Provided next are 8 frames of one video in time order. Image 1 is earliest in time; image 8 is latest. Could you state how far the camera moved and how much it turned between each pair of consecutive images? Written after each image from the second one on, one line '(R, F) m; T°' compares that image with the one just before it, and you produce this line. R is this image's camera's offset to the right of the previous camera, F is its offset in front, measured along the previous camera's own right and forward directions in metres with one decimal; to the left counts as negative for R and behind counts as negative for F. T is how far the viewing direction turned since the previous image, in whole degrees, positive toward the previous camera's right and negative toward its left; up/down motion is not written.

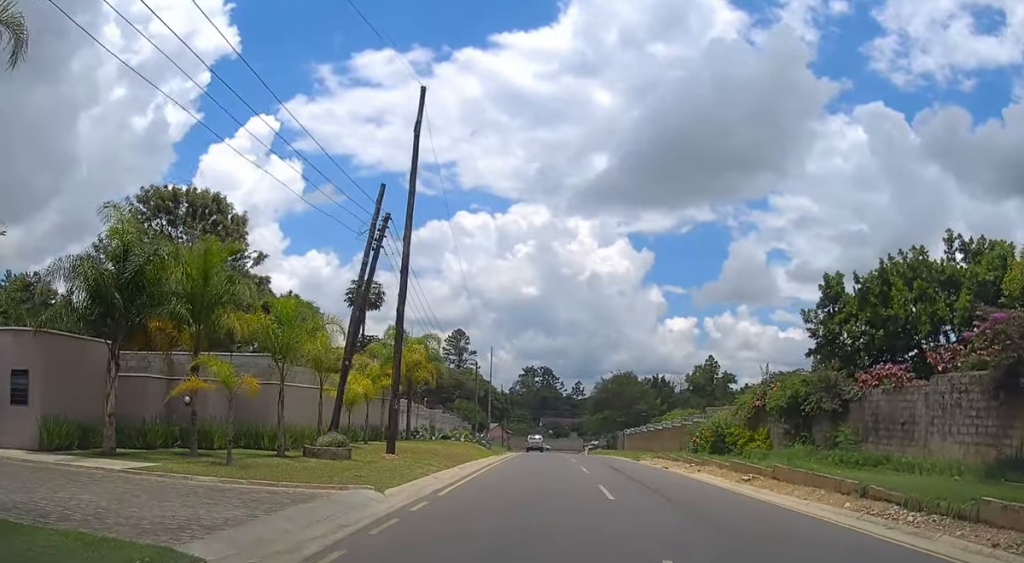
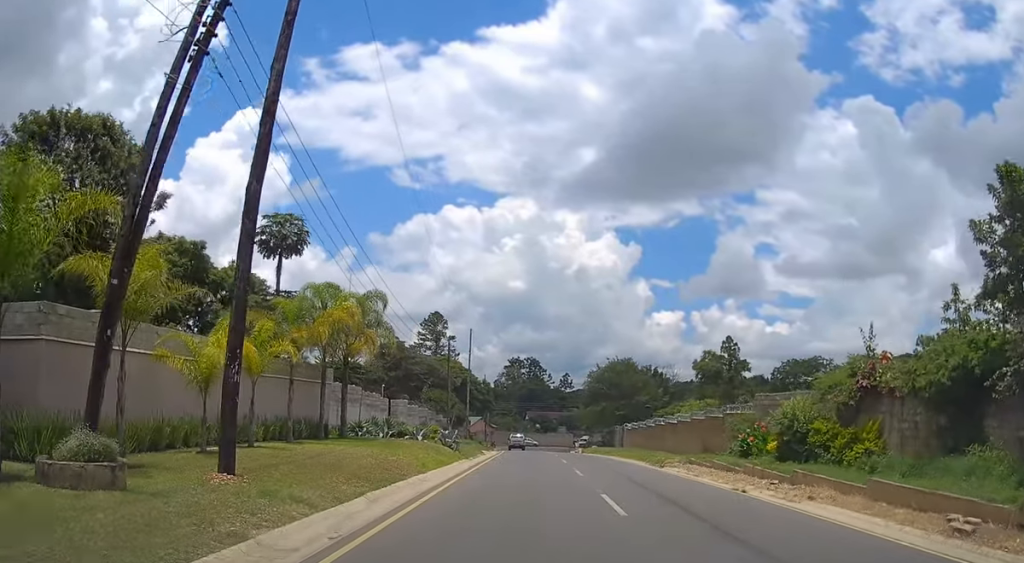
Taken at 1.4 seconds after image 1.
(-0.2, +11.5) m; 0°
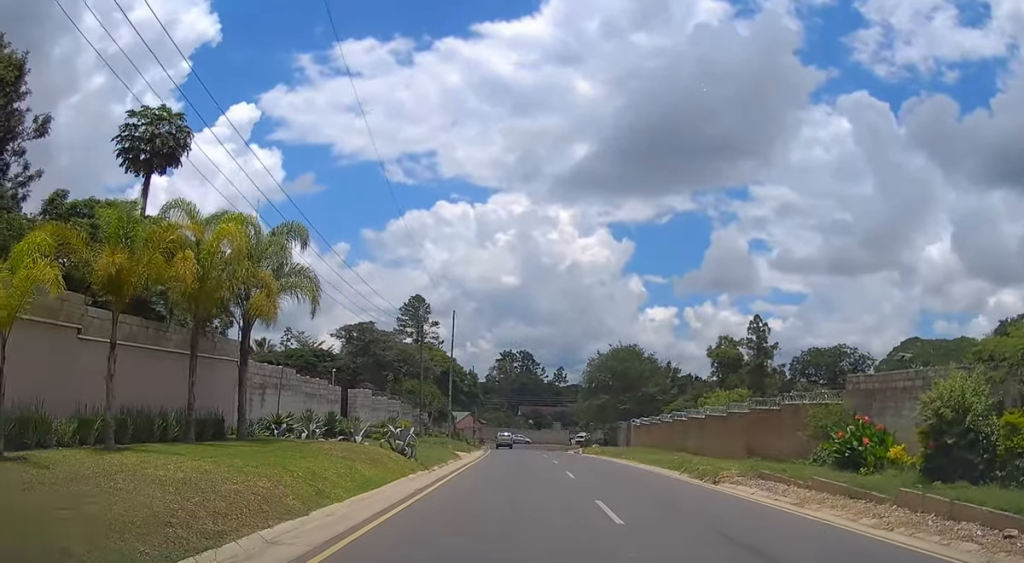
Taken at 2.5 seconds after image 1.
(+0.3, +10.2) m; +2°
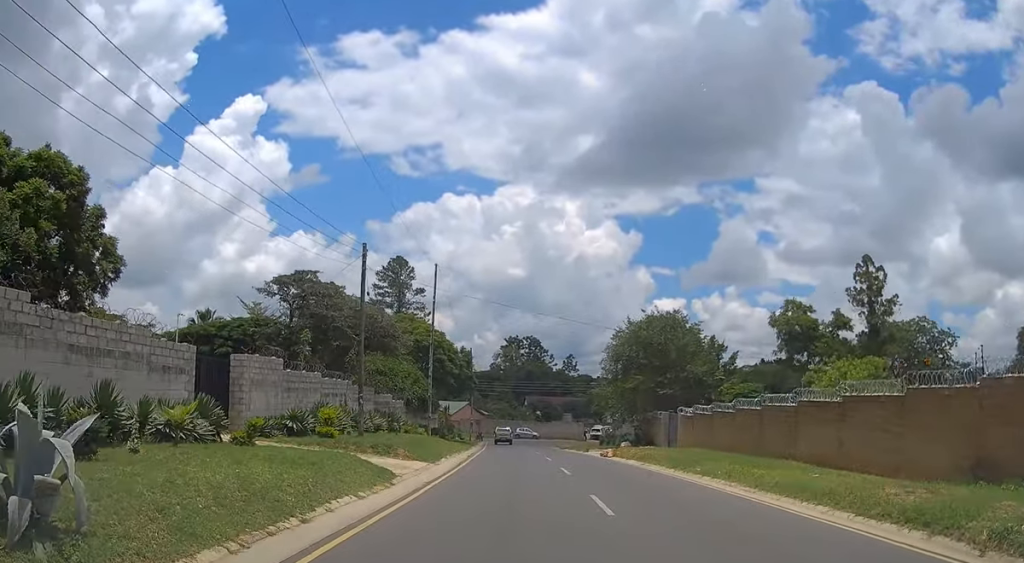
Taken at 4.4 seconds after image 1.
(0.0, +17.5) m; 0°
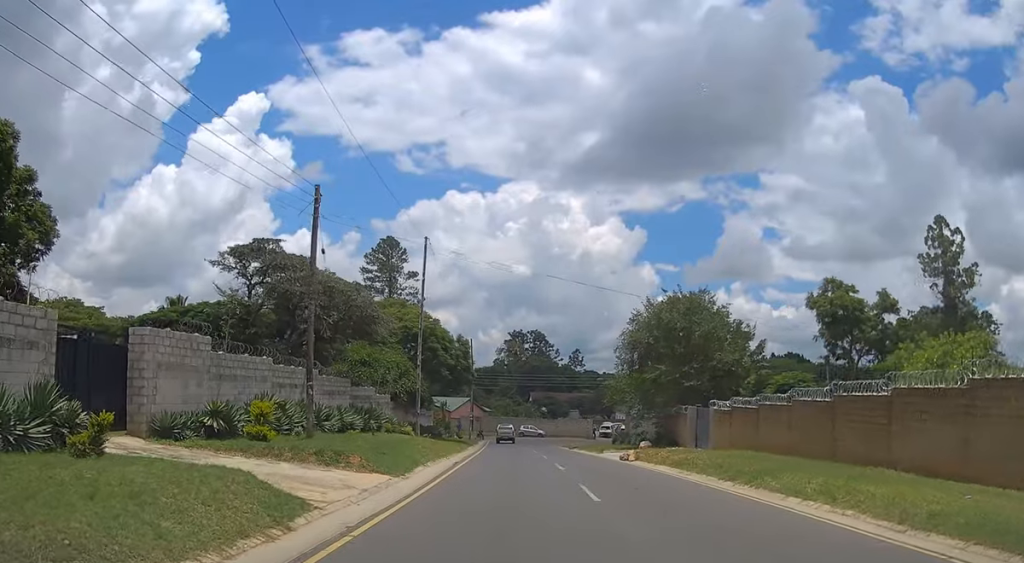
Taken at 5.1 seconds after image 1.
(+0.1, +7.1) m; 0°
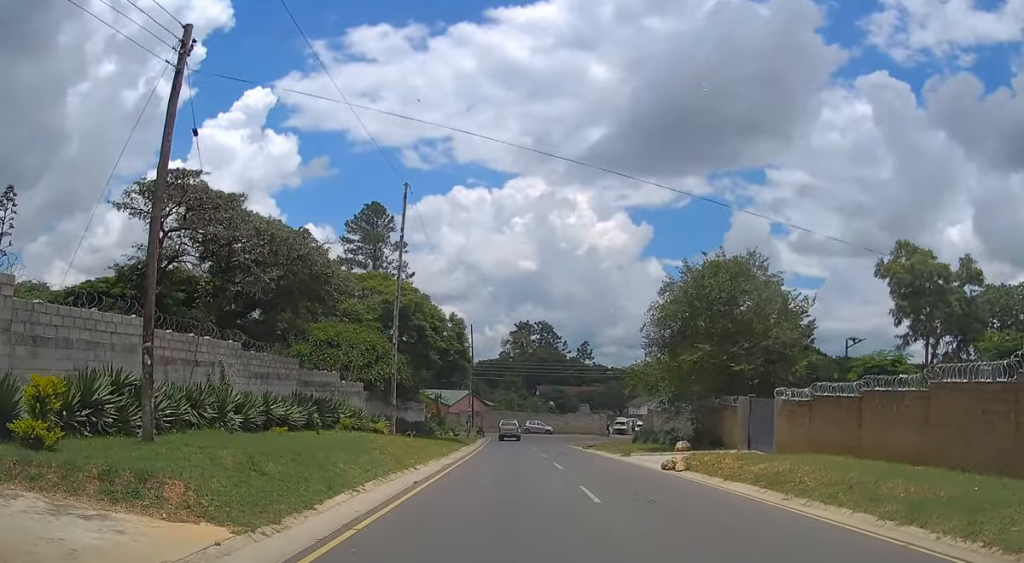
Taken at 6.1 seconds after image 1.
(-0.1, +9.9) m; -1°
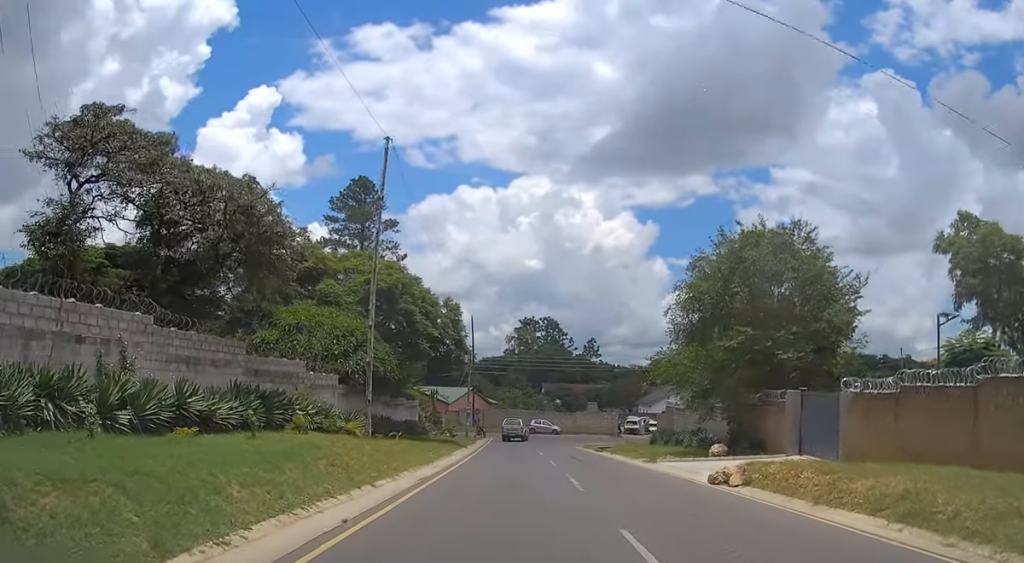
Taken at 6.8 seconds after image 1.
(0.0, +6.3) m; -1°
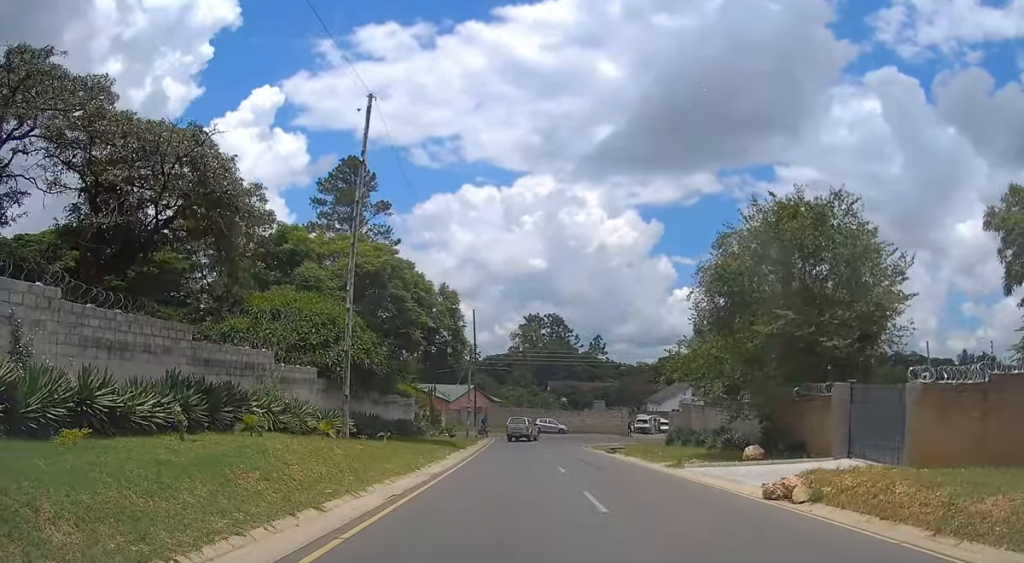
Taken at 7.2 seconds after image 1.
(0.0, +4.3) m; 0°
